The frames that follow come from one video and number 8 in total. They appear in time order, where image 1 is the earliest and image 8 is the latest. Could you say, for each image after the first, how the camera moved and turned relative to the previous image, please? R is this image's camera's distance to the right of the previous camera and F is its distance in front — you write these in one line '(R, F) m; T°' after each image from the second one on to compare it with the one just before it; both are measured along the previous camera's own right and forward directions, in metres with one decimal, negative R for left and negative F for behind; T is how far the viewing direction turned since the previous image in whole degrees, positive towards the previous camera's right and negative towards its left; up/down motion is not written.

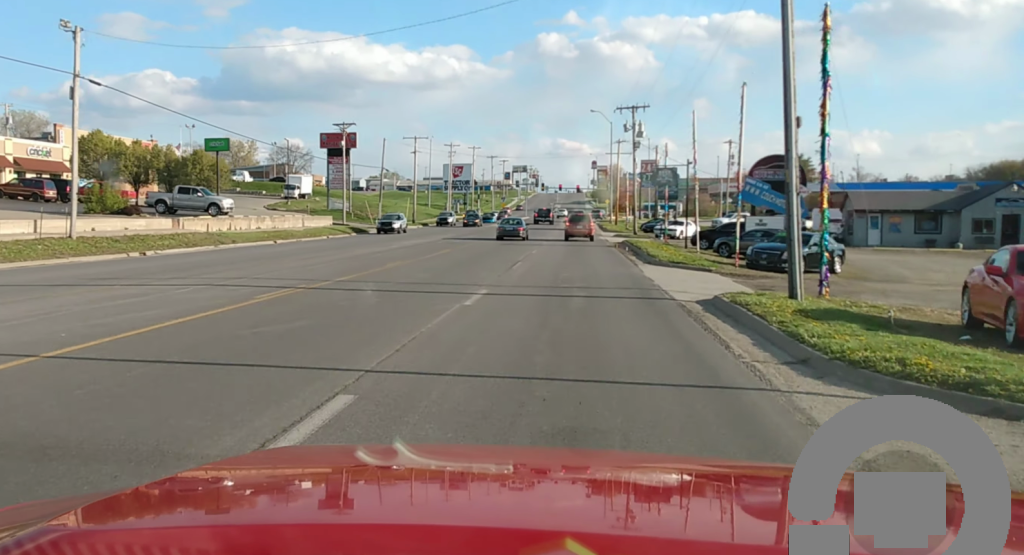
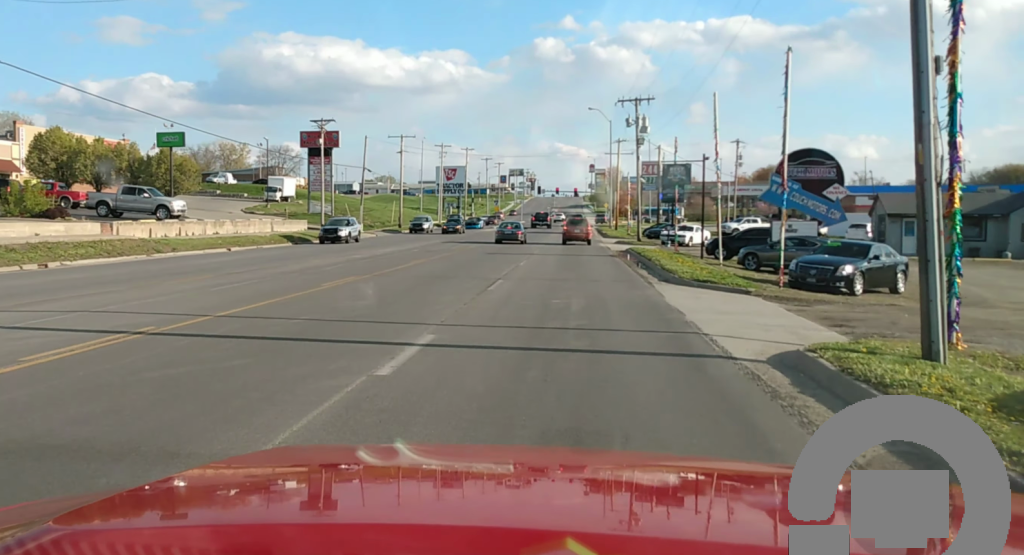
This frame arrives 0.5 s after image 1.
(0.0, +7.4) m; 0°
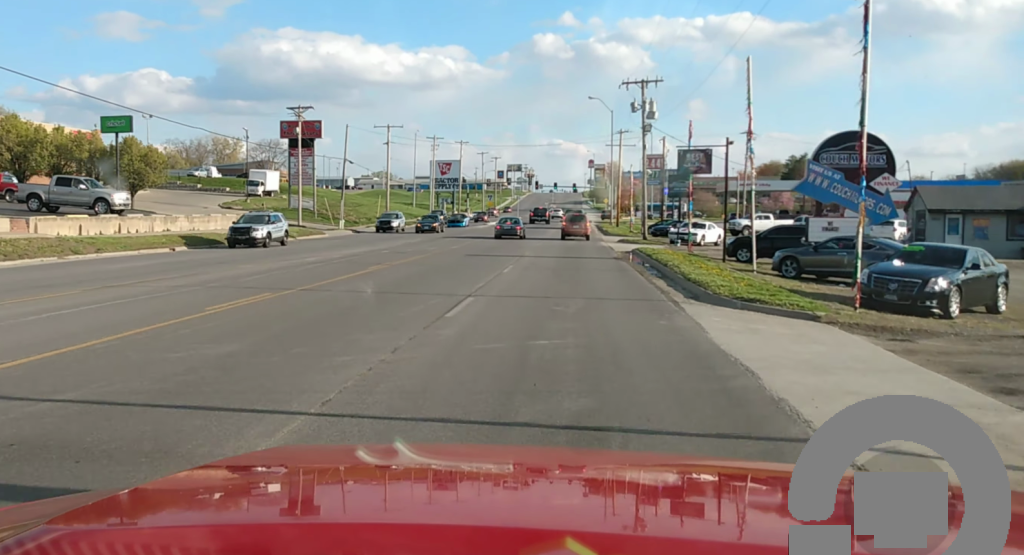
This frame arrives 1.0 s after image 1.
(0.0, +6.9) m; 0°
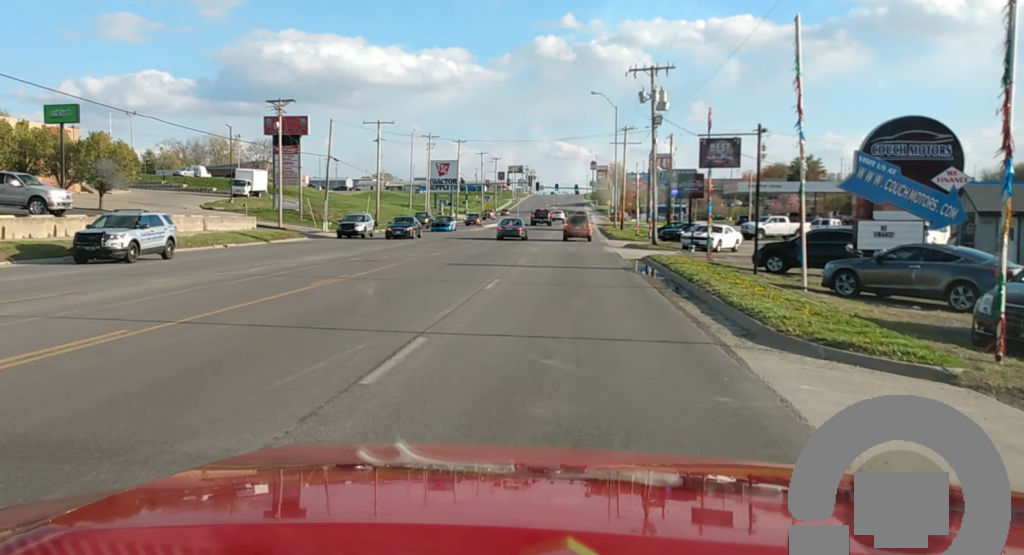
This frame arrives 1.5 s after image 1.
(+0.1, +6.5) m; 0°
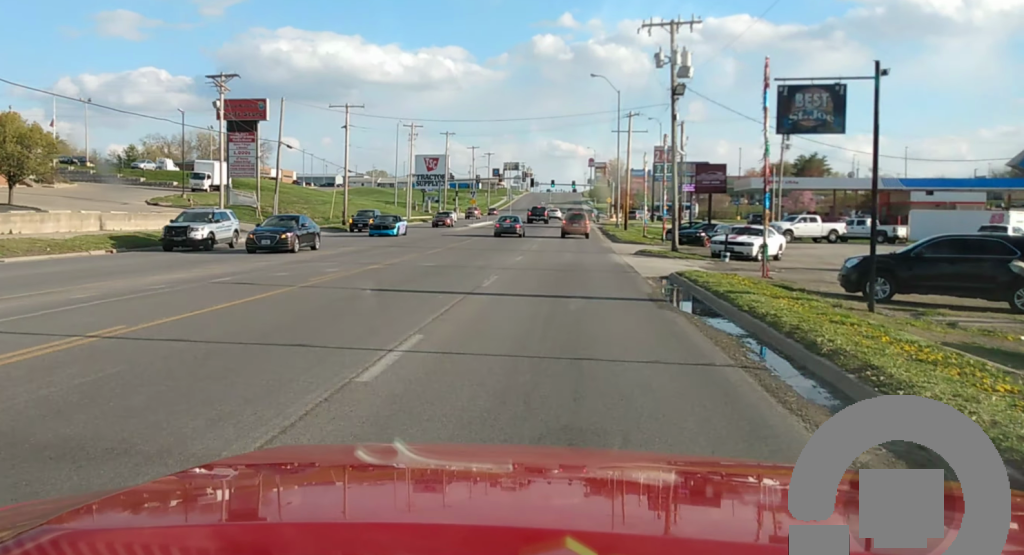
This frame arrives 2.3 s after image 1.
(-0.1, +12.1) m; -1°
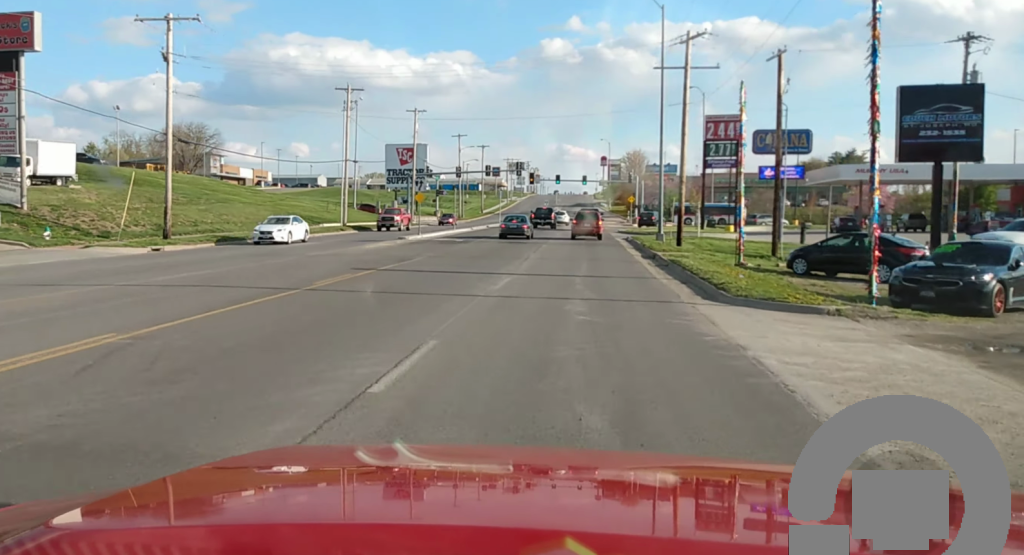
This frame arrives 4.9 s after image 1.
(-0.8, +37.4) m; 0°
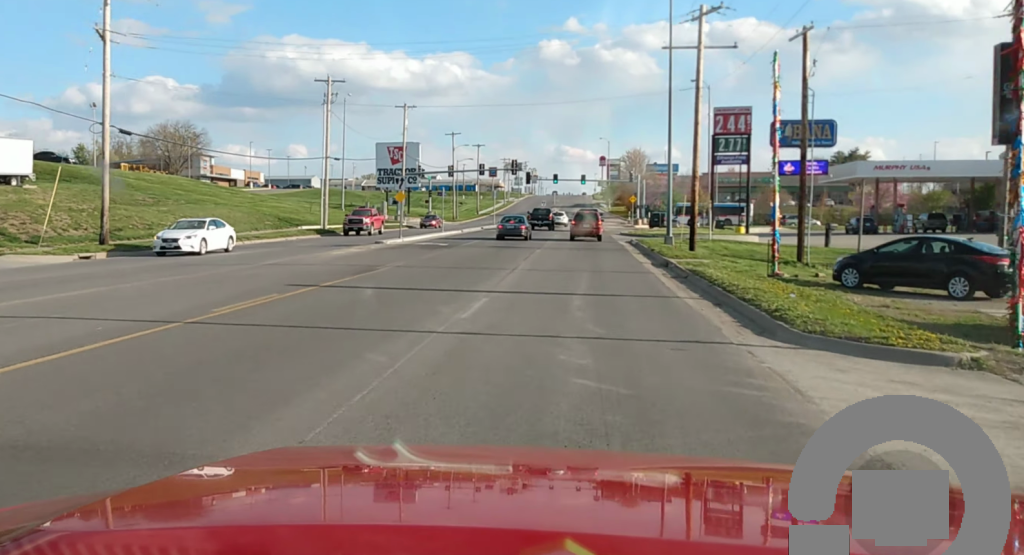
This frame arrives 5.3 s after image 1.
(+0.2, +6.0) m; +1°
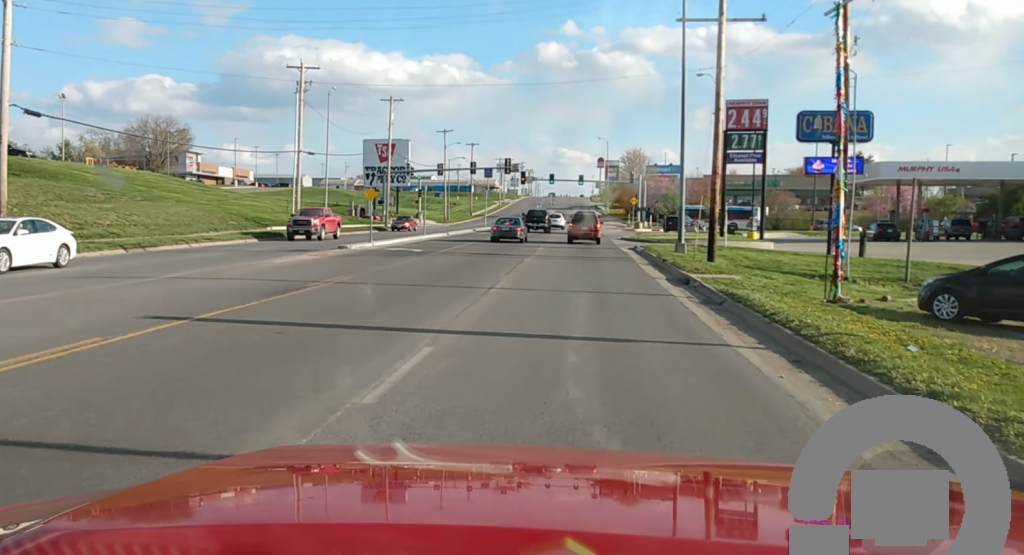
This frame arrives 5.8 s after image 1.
(+0.2, +6.5) m; +1°
